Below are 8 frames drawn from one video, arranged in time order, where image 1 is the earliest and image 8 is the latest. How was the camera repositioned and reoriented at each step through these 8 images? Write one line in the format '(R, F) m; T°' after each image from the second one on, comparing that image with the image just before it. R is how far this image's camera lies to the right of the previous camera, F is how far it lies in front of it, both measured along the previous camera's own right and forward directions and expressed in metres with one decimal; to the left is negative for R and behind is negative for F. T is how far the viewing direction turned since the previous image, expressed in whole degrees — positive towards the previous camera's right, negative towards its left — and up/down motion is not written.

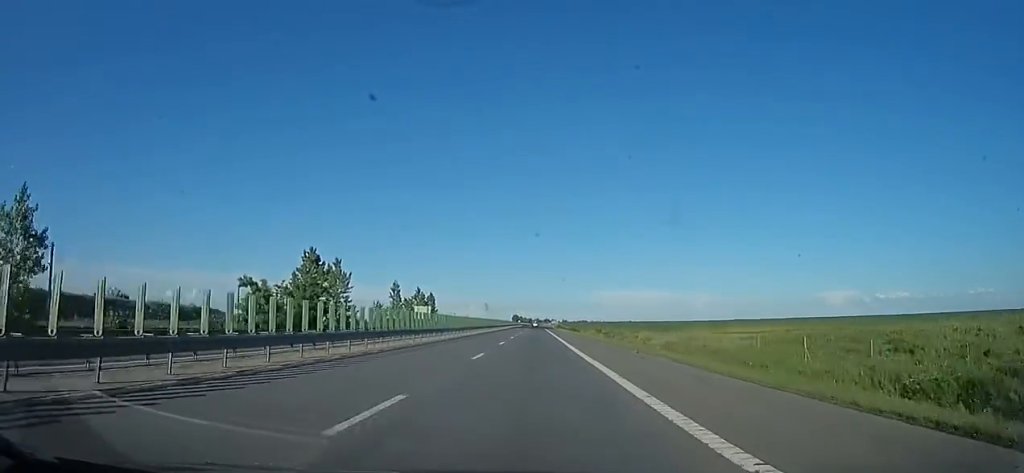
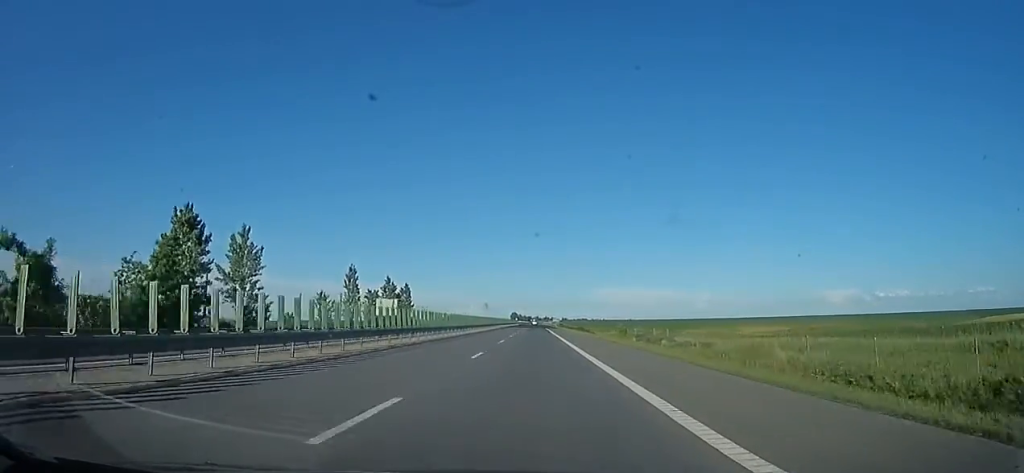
(-0.3, +24.6) m; -1°
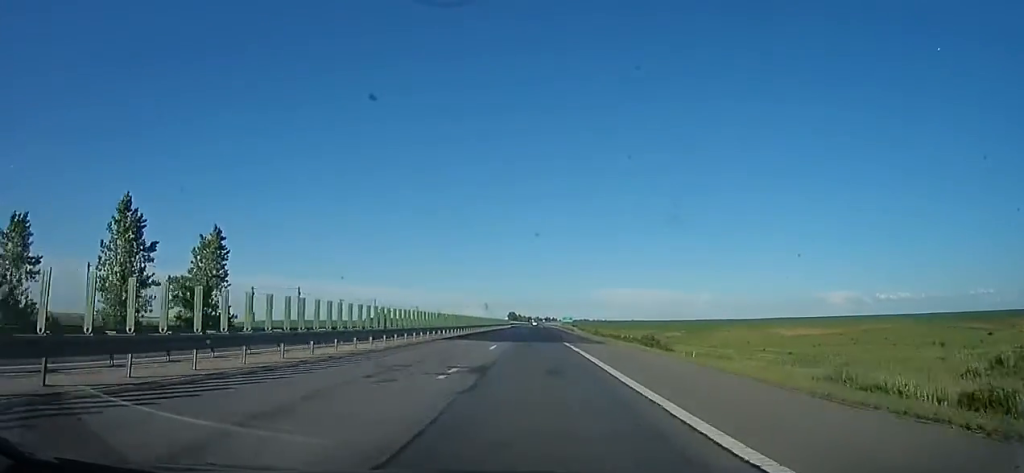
(-0.1, +66.4) m; 0°
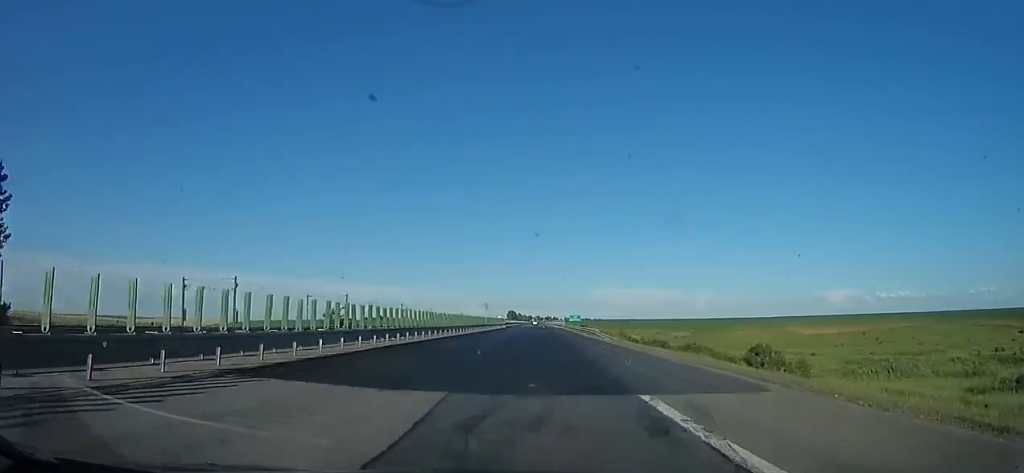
(+0.1, +22.7) m; 0°
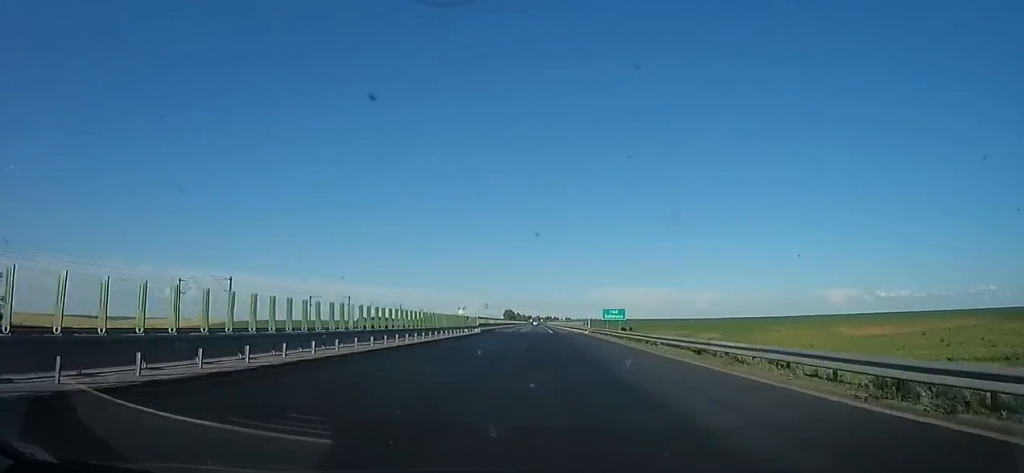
(-0.9, +50.4) m; -1°
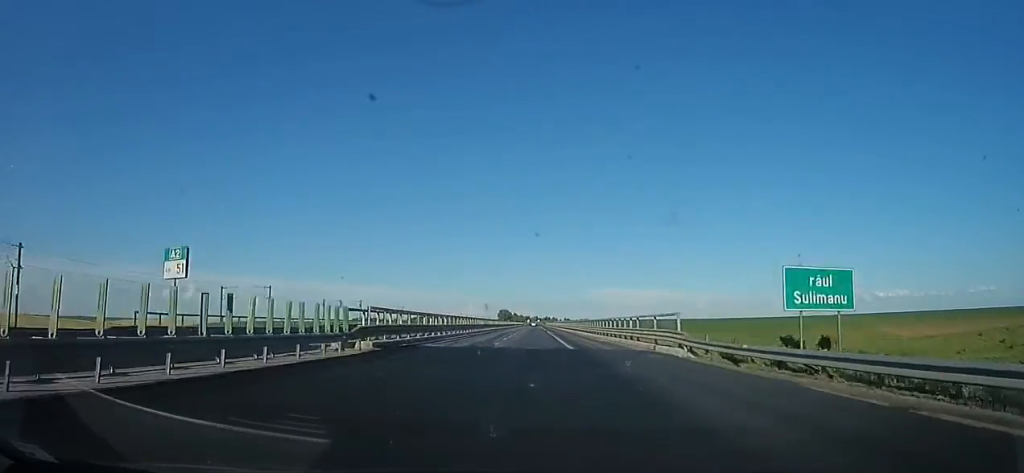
(+0.8, +38.9) m; 0°
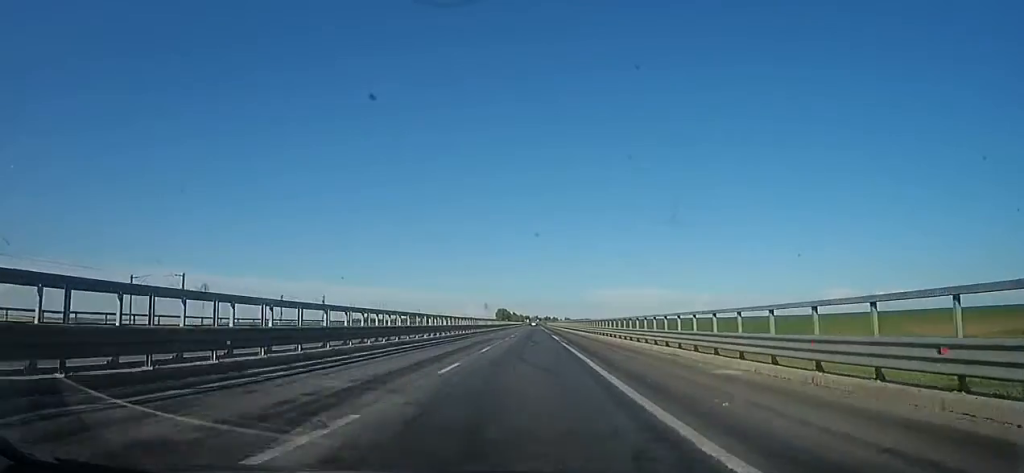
(-0.4, +24.7) m; 0°
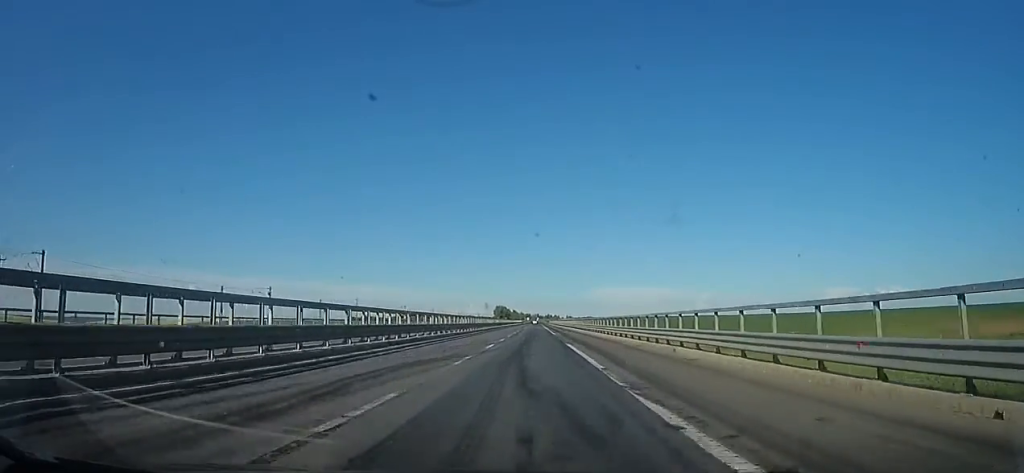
(-0.7, +24.7) m; 0°
